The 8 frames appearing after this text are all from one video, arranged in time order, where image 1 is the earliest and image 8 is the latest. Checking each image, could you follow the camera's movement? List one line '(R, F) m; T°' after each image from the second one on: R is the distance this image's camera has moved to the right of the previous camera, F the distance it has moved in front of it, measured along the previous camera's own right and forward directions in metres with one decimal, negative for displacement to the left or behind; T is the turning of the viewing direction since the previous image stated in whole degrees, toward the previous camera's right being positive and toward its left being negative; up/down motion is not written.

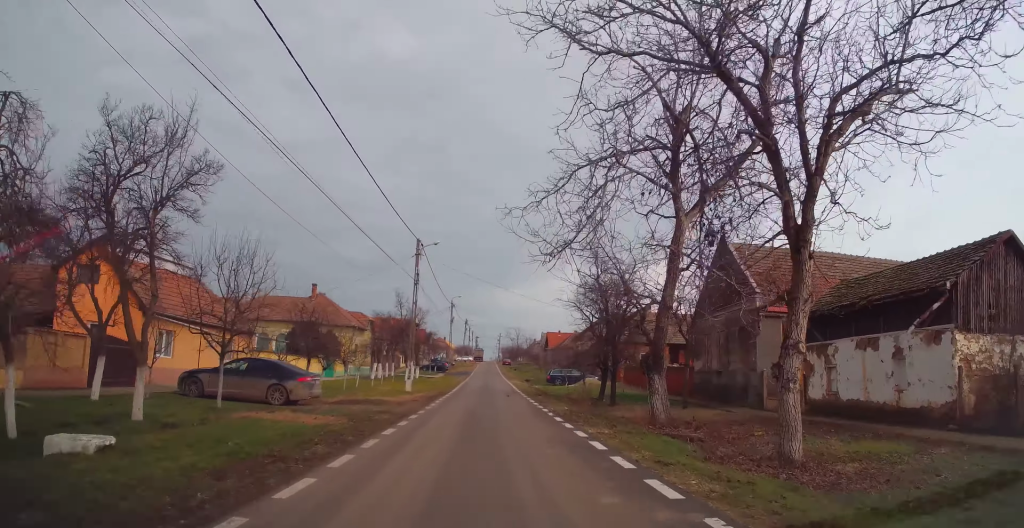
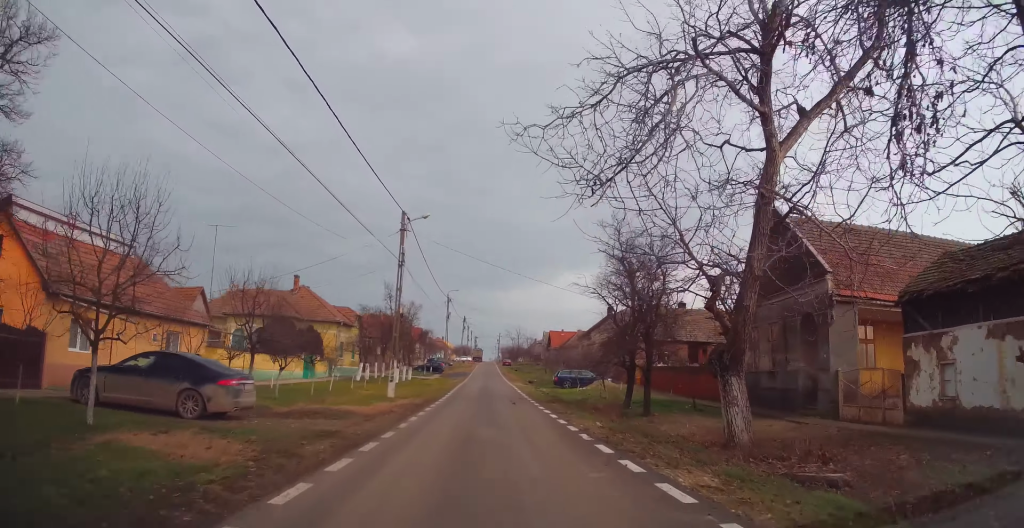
(-0.2, +6.2) m; -1°
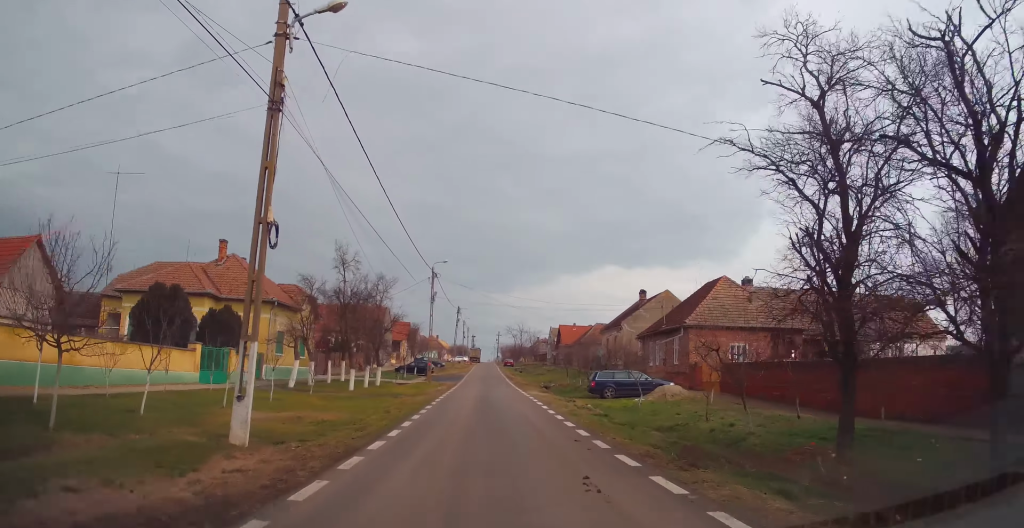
(0.0, +16.3) m; +1°
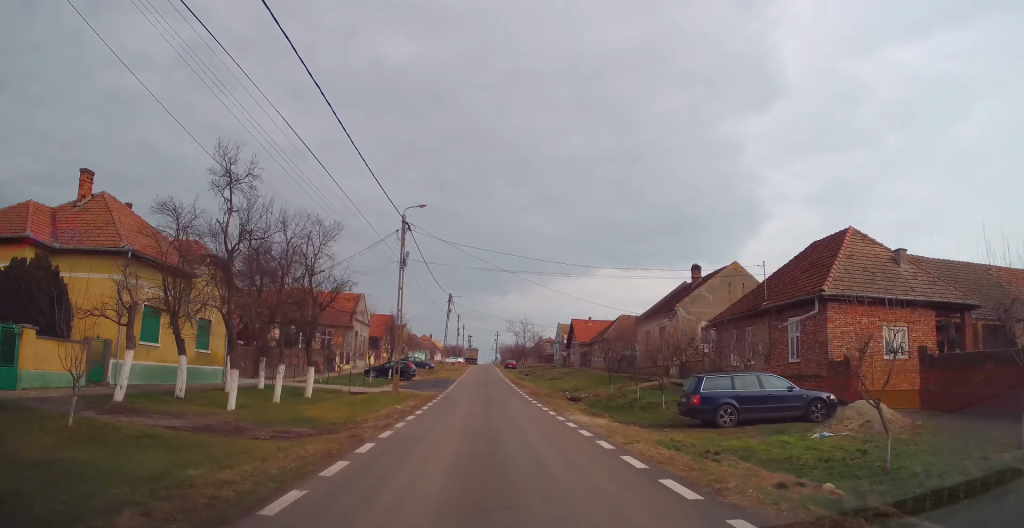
(+0.7, +15.7) m; +3°
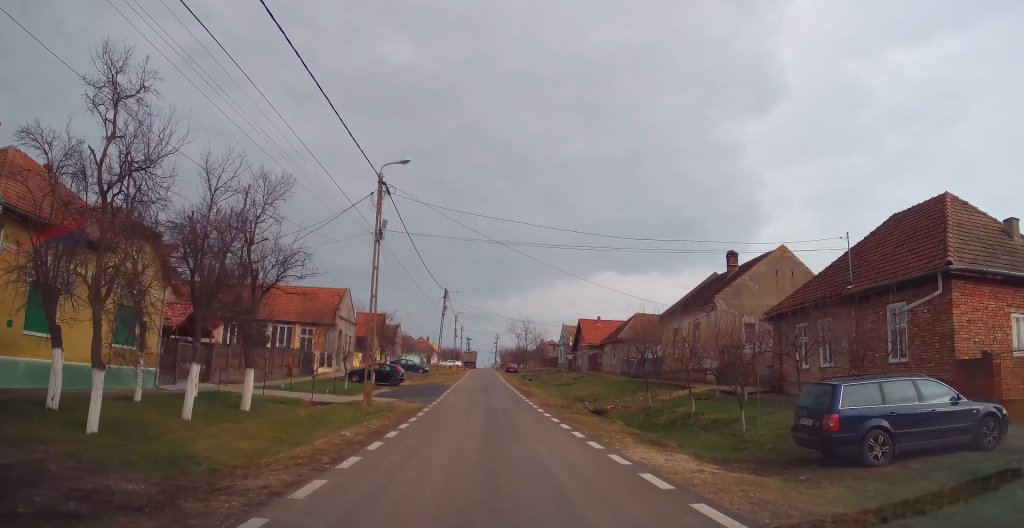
(0.0, +6.8) m; 0°
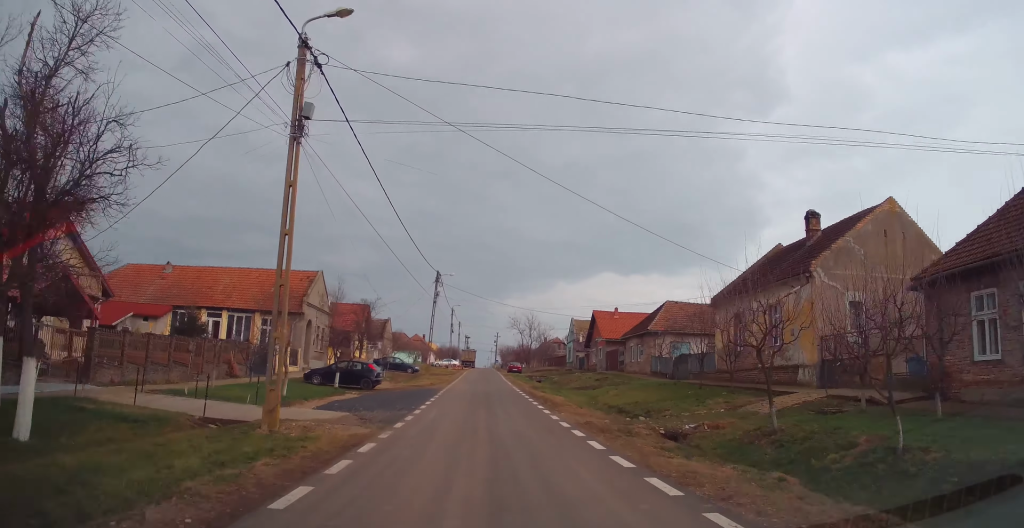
(-0.3, +9.8) m; -2°
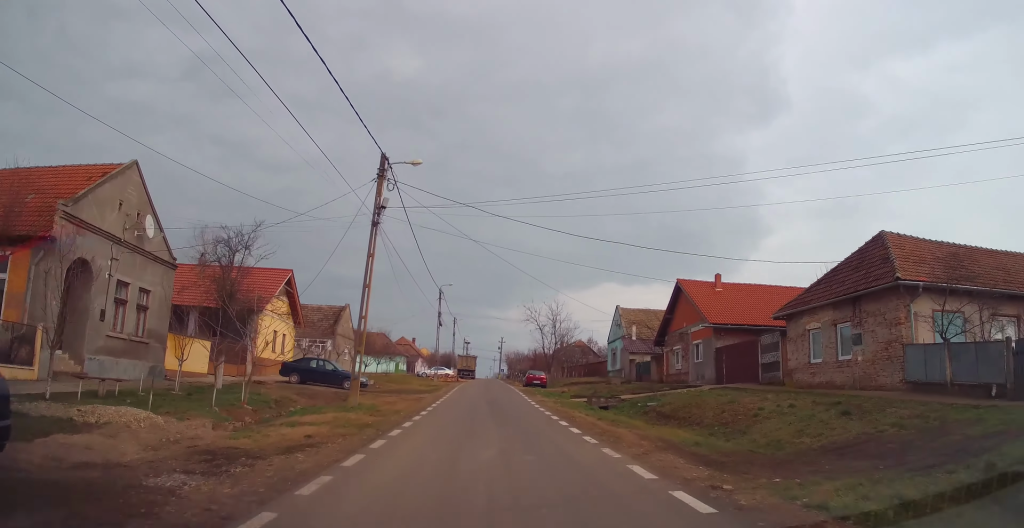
(-1.0, +26.5) m; -1°
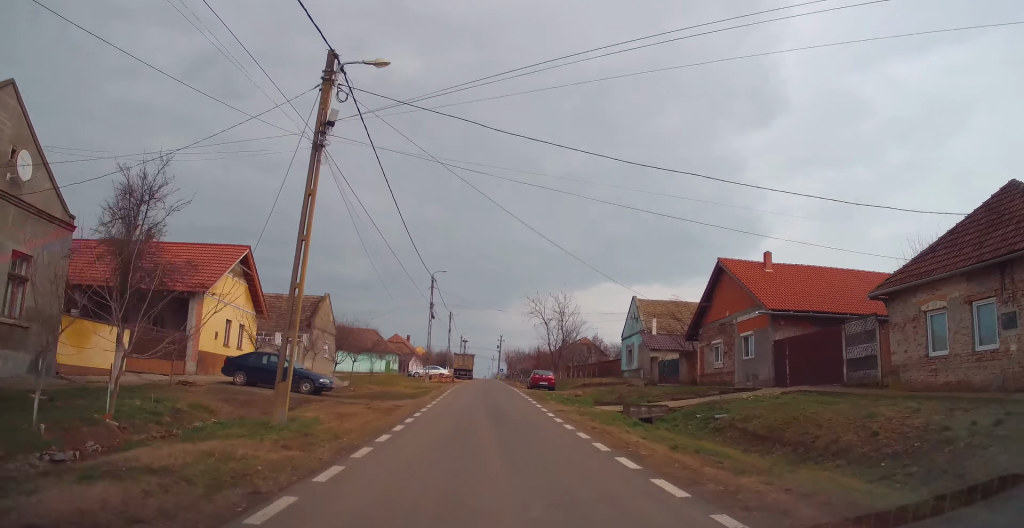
(+0.3, +6.7) m; +2°
